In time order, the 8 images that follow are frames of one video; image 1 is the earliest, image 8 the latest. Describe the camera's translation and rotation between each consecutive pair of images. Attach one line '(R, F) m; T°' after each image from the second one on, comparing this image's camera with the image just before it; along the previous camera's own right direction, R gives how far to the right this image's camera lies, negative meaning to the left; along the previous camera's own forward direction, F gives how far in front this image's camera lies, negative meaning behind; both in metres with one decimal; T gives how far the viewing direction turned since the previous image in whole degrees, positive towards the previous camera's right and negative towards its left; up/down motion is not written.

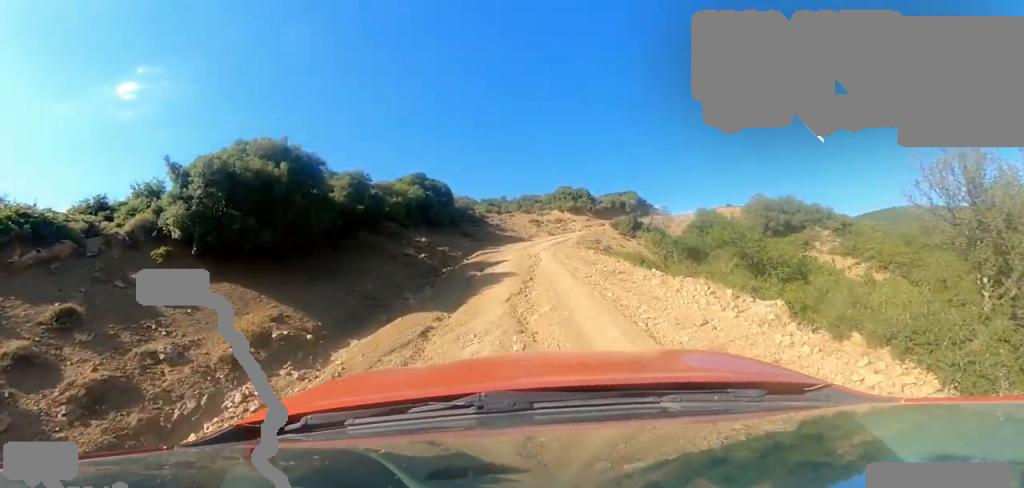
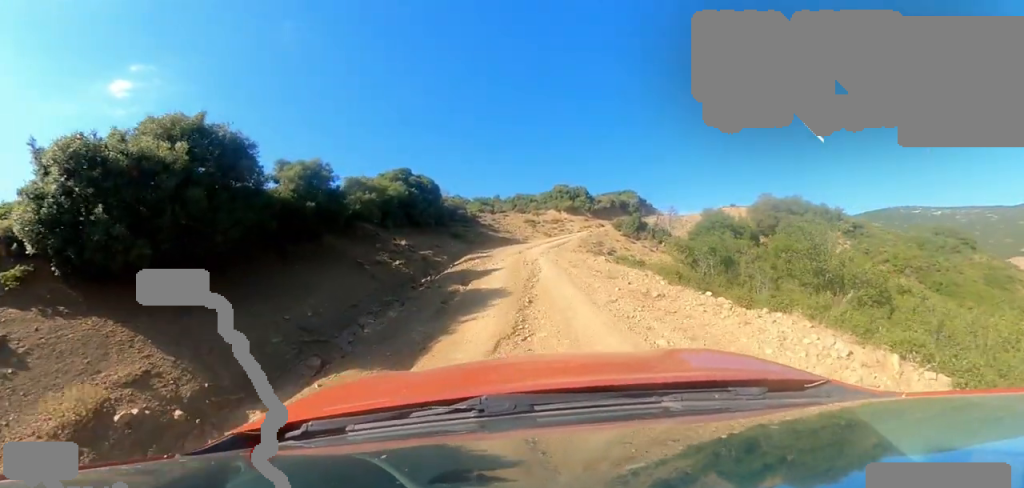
(-0.1, +2.3) m; -4°
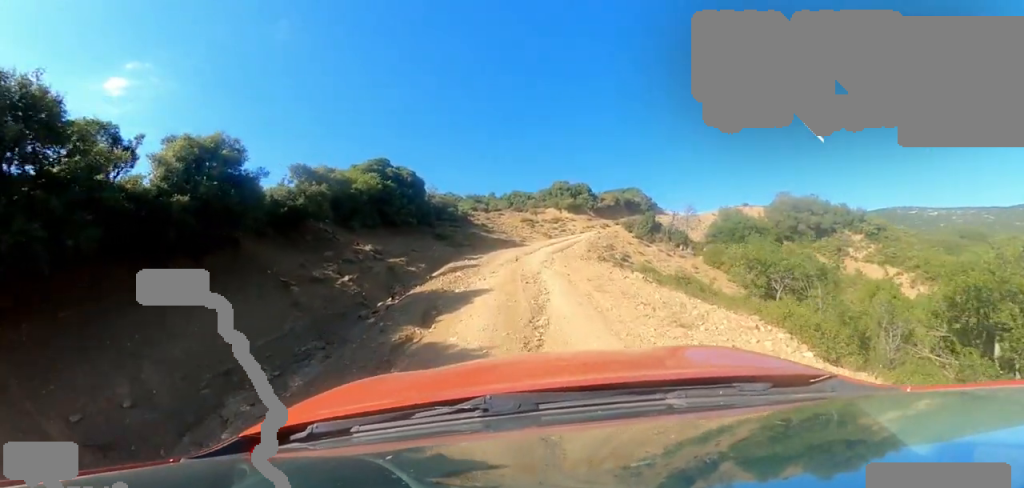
(-0.2, +3.6) m; -8°
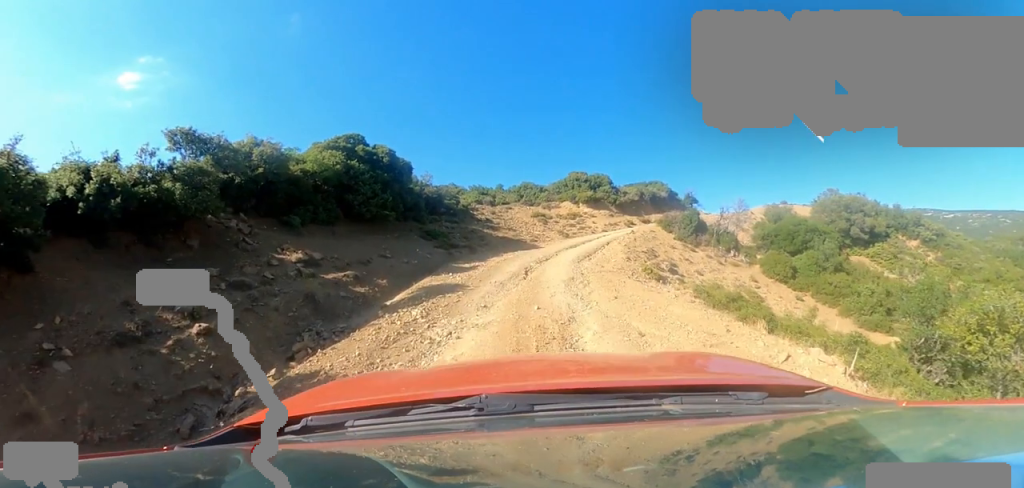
(-0.4, +5.0) m; +3°
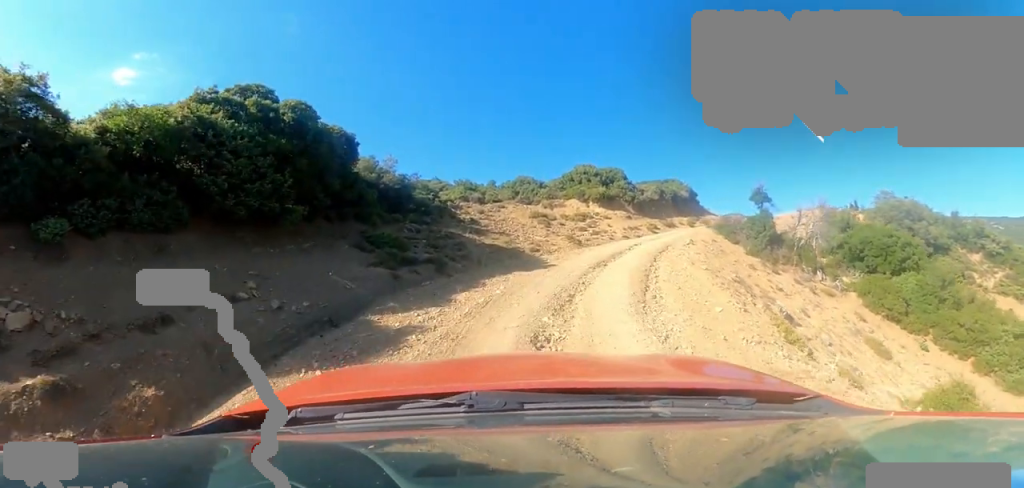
(+1.2, +6.8) m; +16°
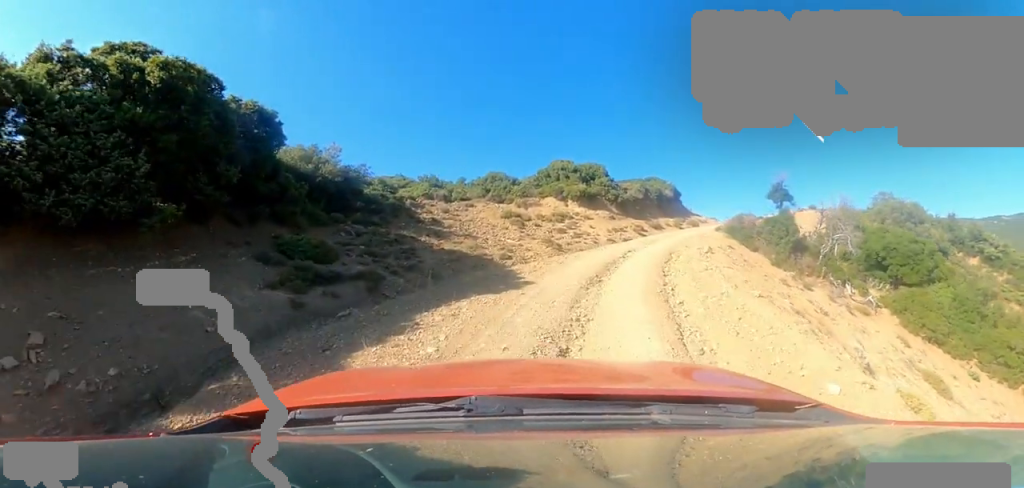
(+0.1, +3.0) m; +4°
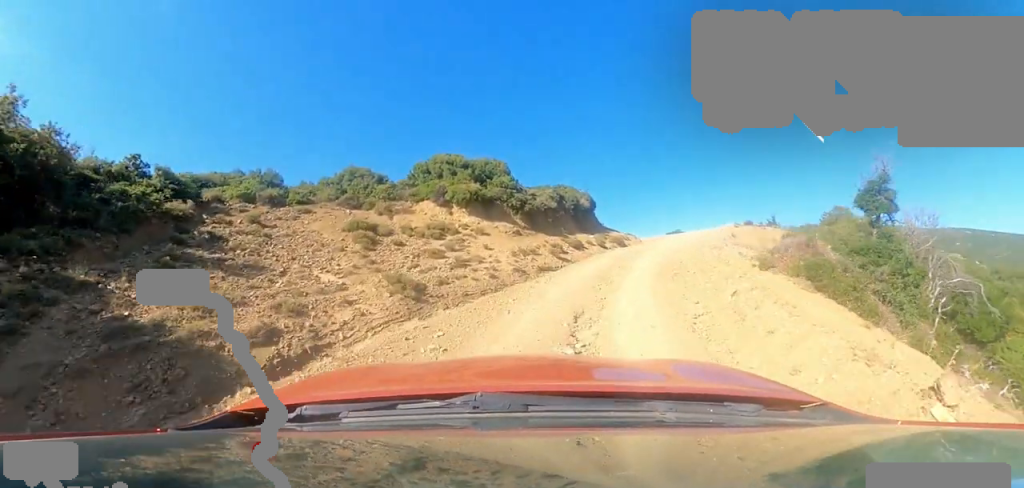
(+0.4, +7.5) m; +12°
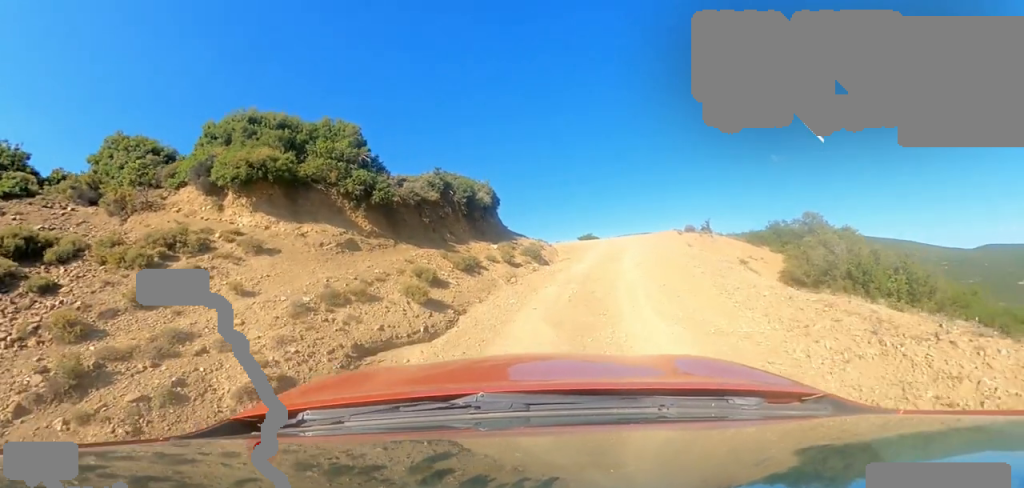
(+0.2, +7.4) m; 0°
